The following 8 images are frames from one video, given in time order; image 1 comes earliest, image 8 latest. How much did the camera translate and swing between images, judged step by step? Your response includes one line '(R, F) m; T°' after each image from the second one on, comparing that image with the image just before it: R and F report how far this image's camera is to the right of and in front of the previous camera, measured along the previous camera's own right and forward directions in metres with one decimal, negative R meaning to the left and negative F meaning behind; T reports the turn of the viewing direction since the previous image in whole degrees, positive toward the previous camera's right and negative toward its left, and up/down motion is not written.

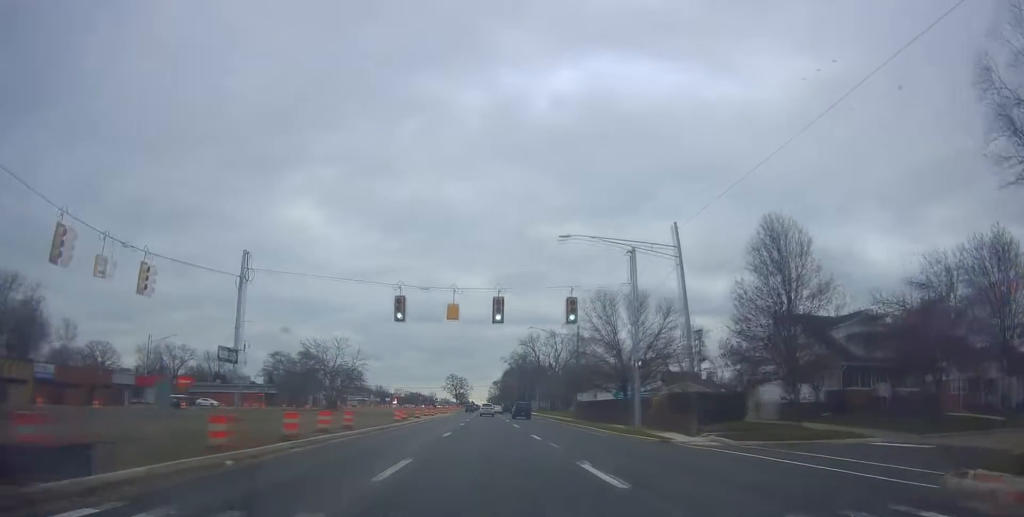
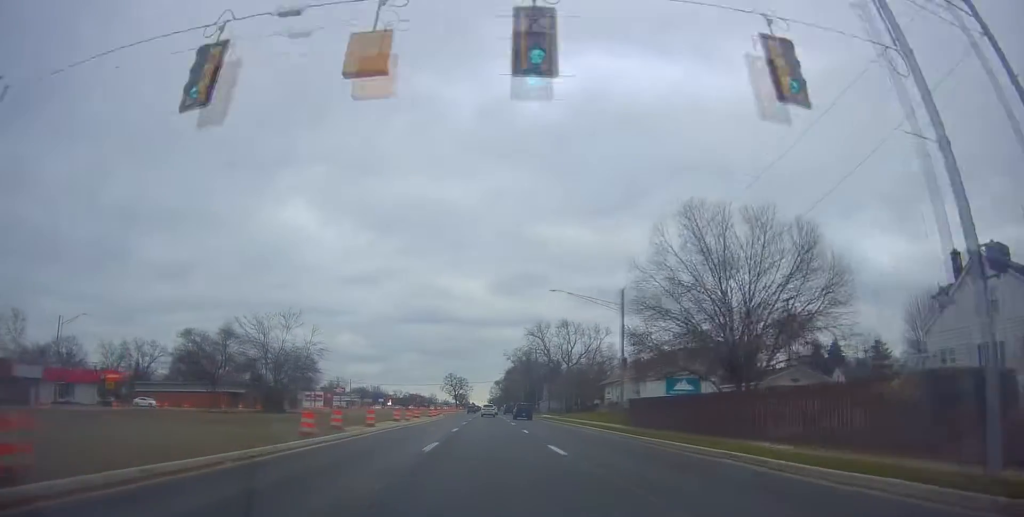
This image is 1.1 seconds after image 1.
(0.0, +22.7) m; -1°
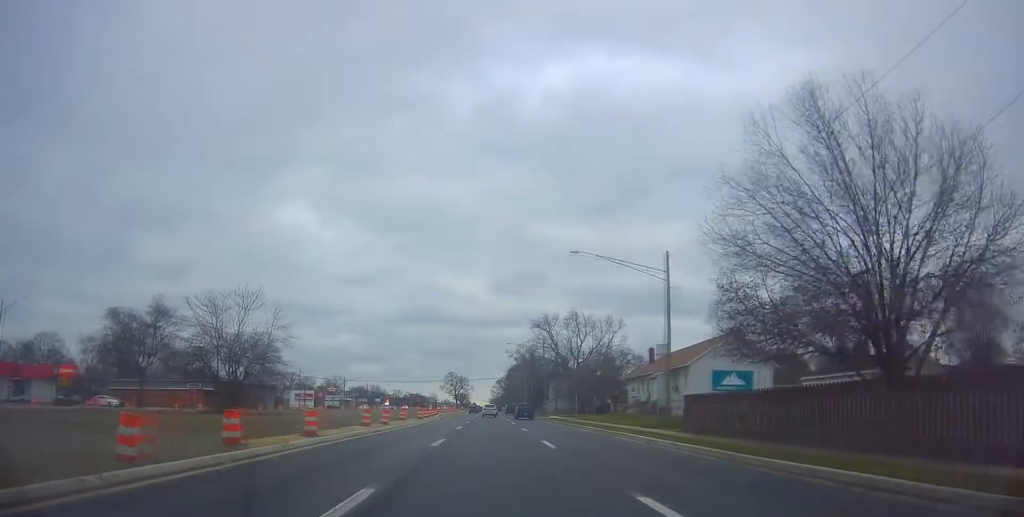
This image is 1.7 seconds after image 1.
(+0.2, +11.8) m; -1°
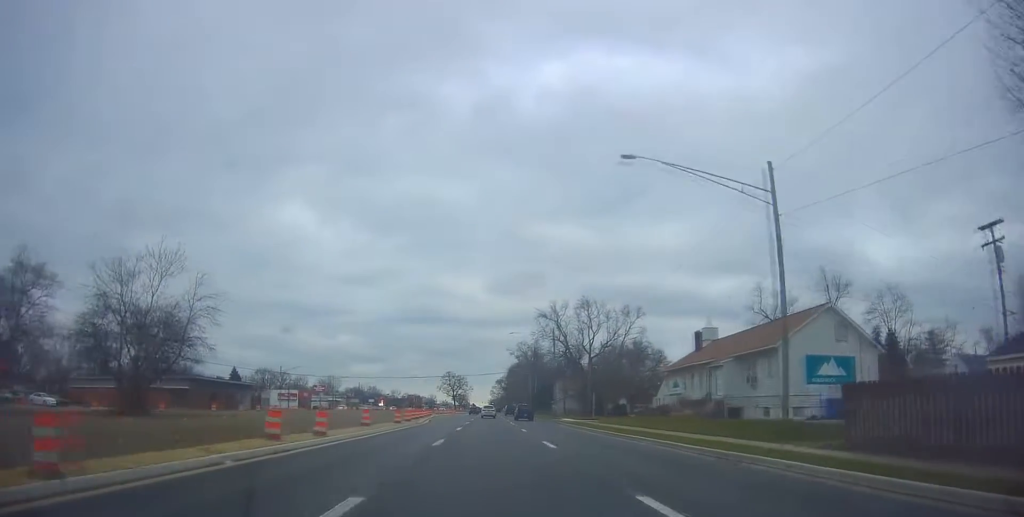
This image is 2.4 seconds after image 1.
(-0.6, +14.8) m; 0°
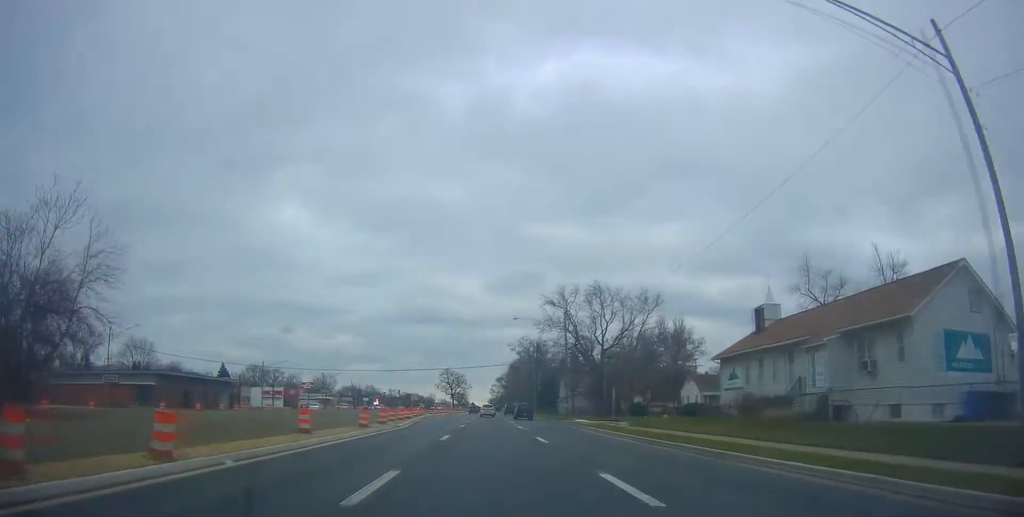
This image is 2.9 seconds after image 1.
(+0.1, +11.9) m; +1°
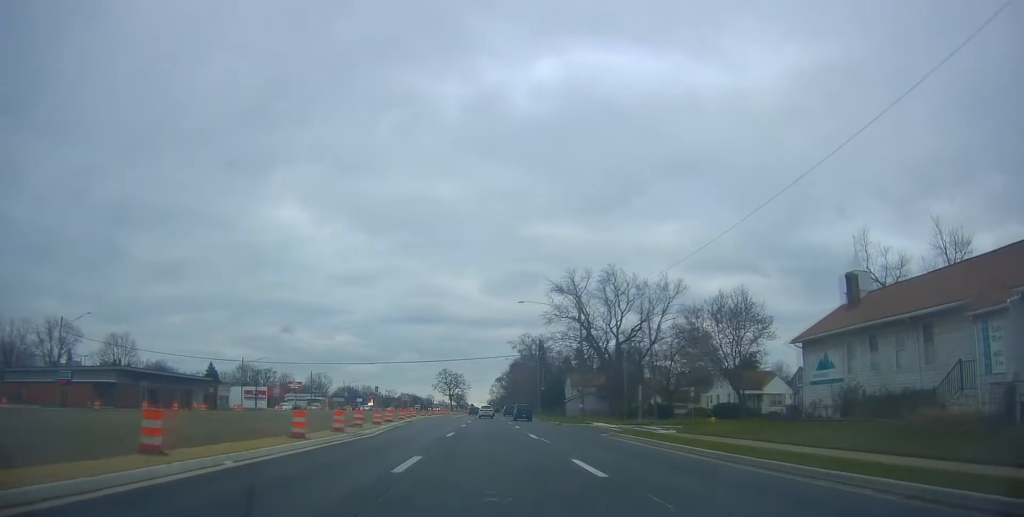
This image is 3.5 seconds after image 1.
(+0.3, +11.2) m; +1°
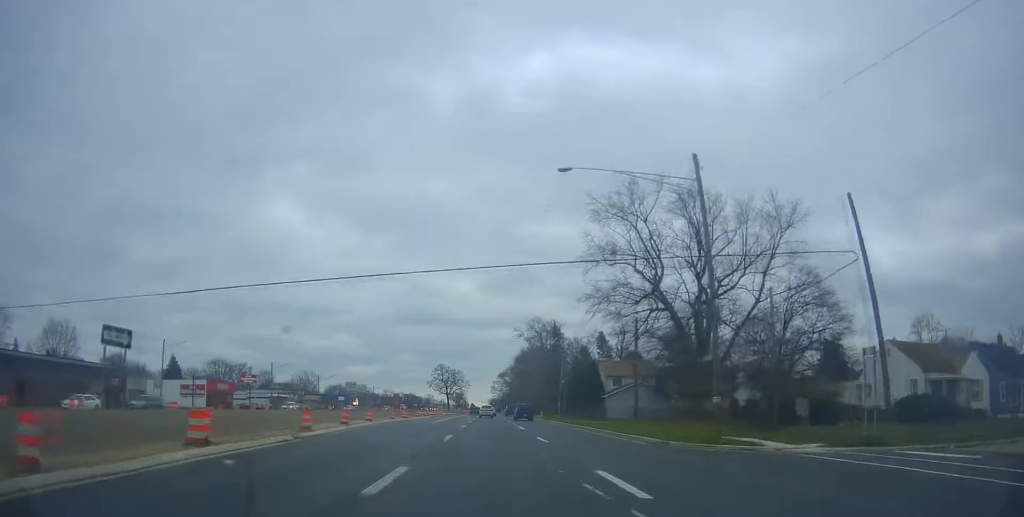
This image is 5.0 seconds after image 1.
(-0.6, +33.0) m; -2°
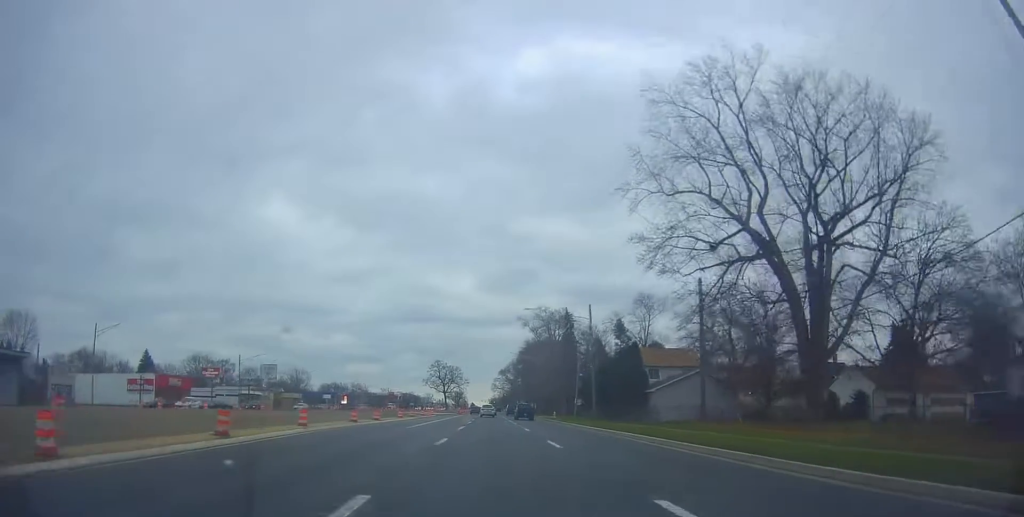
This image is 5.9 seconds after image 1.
(-0.2, +19.1) m; 0°
